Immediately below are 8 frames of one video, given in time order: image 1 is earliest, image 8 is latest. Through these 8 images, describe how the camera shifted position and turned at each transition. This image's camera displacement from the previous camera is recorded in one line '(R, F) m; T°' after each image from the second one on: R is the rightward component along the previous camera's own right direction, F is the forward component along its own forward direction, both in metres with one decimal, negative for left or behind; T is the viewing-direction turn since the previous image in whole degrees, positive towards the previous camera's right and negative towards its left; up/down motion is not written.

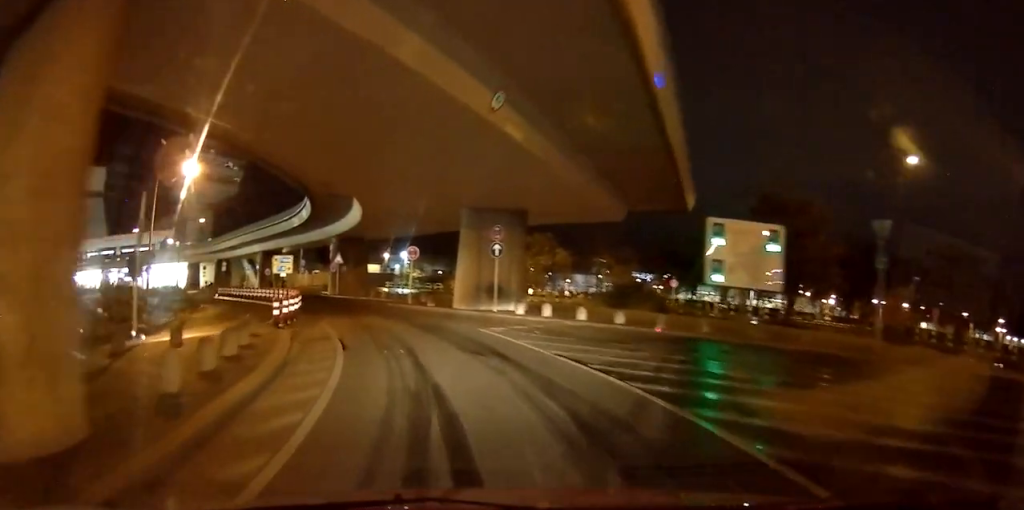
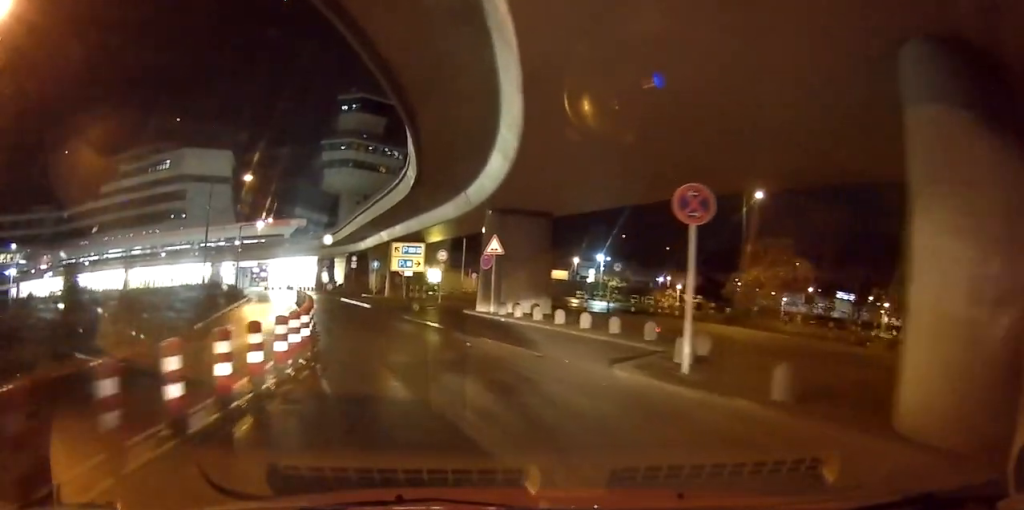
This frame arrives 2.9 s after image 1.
(-2.4, +18.8) m; -12°
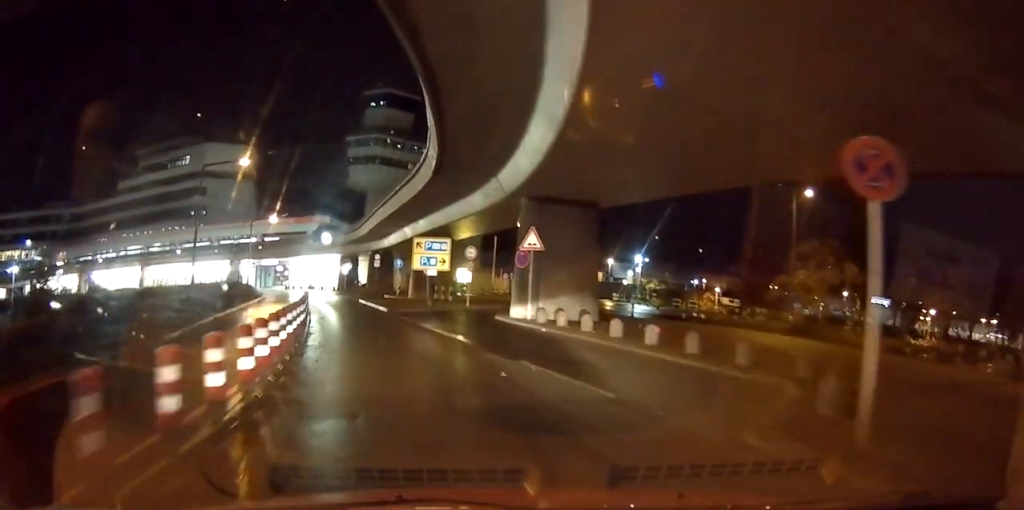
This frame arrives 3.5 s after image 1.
(+0.1, +3.7) m; -3°
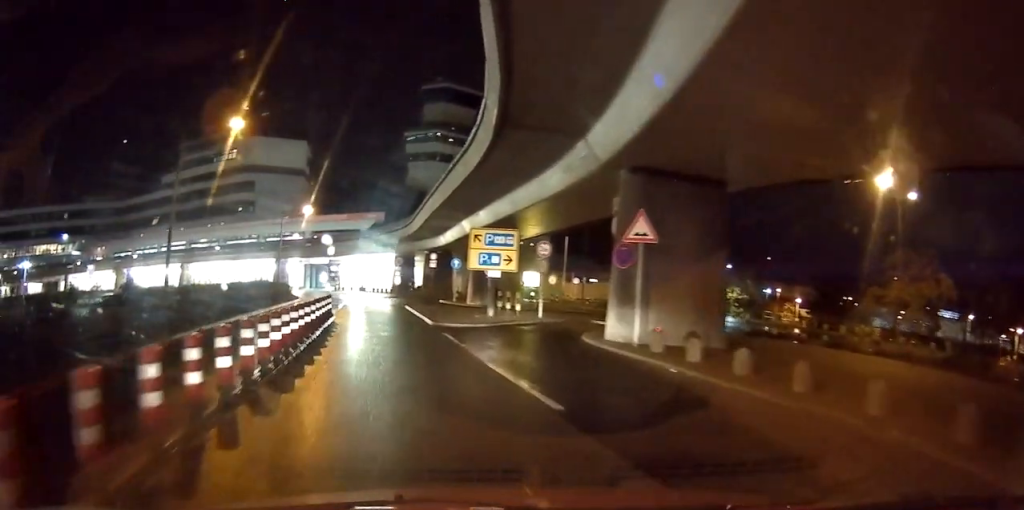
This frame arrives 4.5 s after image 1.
(-0.3, +6.2) m; -8°
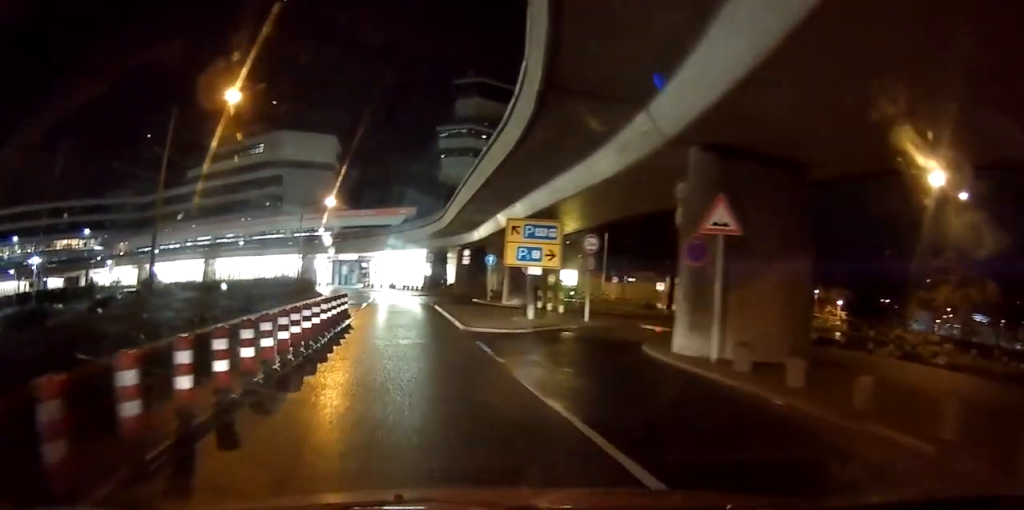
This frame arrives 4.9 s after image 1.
(-0.2, +2.4) m; -4°
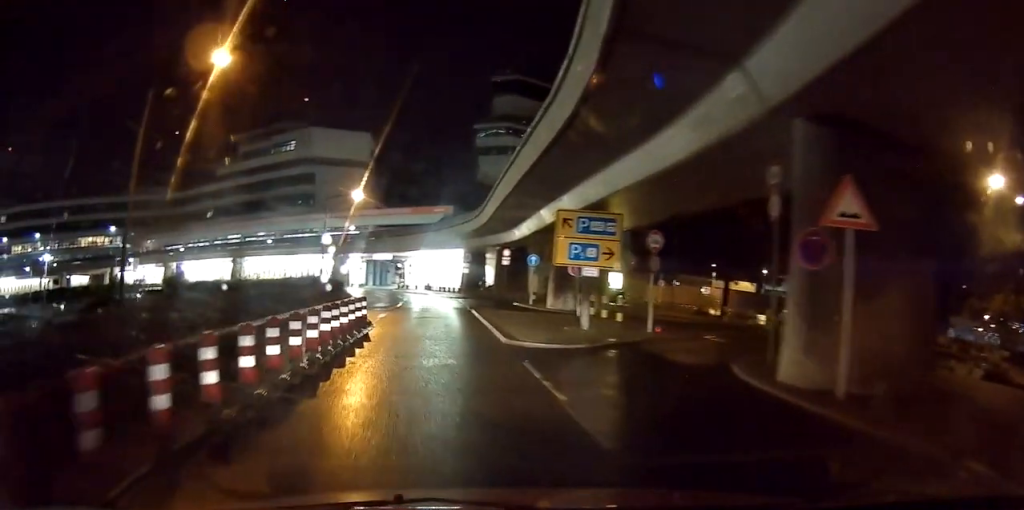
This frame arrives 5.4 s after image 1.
(-0.1, +3.0) m; -2°
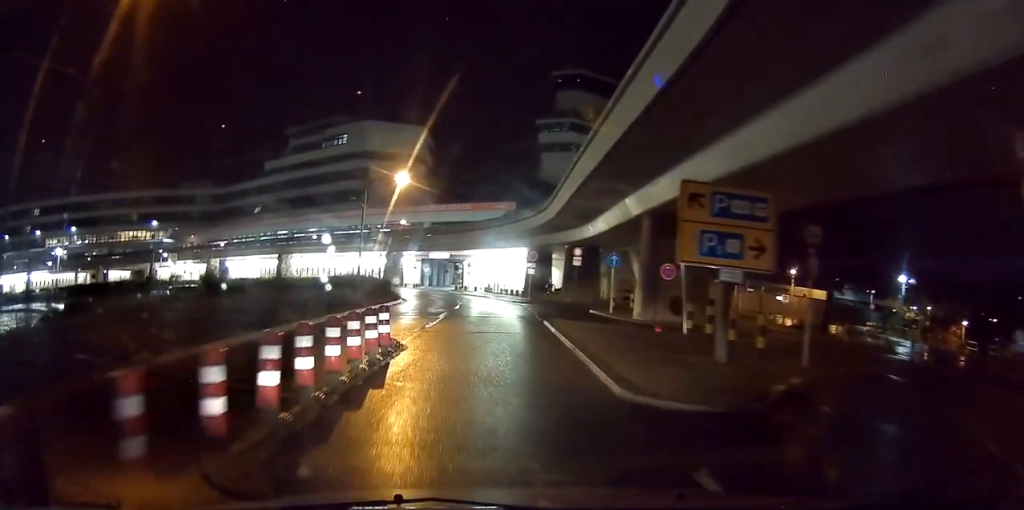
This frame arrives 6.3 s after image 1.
(0.0, +5.7) m; -1°
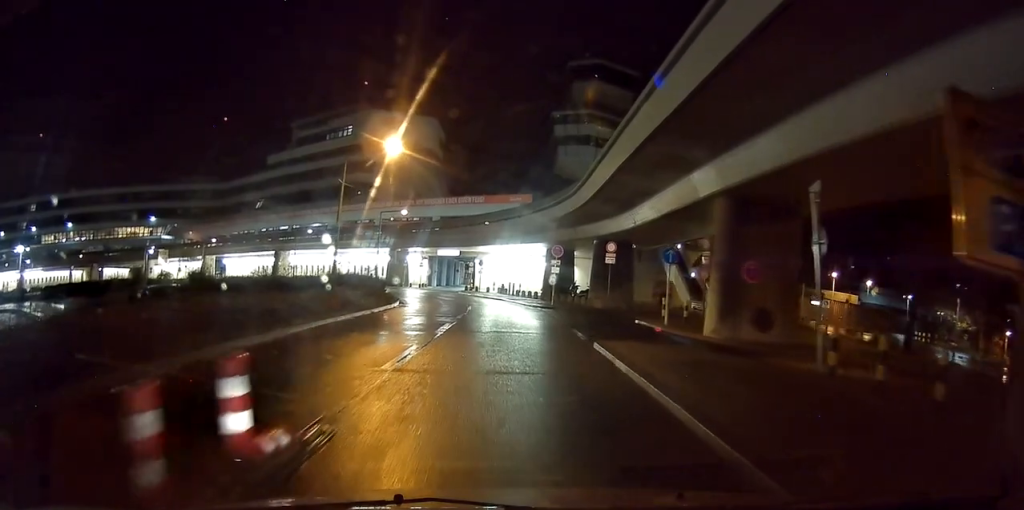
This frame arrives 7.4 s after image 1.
(-0.1, +7.0) m; -4°
